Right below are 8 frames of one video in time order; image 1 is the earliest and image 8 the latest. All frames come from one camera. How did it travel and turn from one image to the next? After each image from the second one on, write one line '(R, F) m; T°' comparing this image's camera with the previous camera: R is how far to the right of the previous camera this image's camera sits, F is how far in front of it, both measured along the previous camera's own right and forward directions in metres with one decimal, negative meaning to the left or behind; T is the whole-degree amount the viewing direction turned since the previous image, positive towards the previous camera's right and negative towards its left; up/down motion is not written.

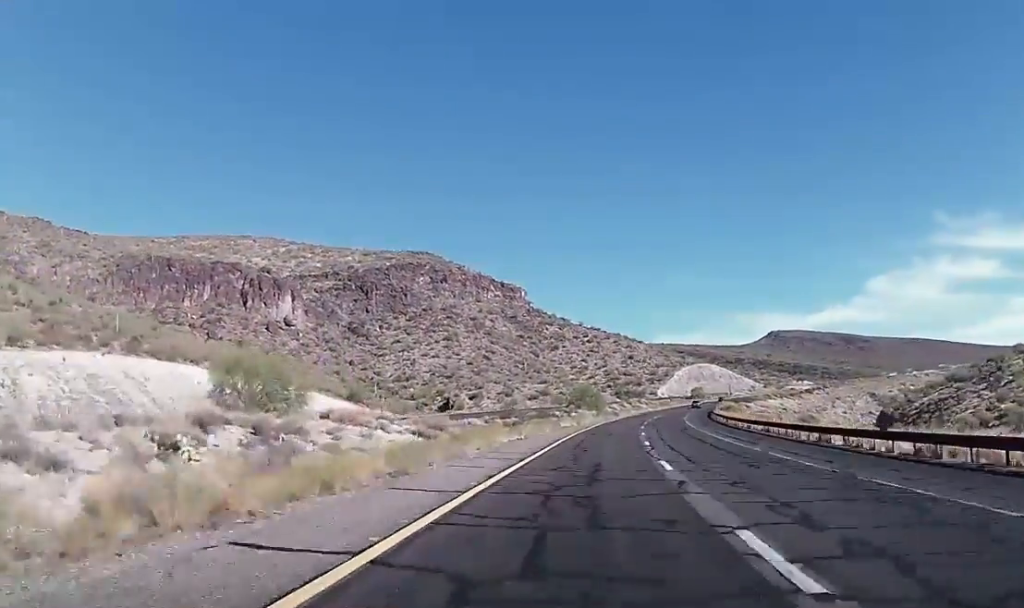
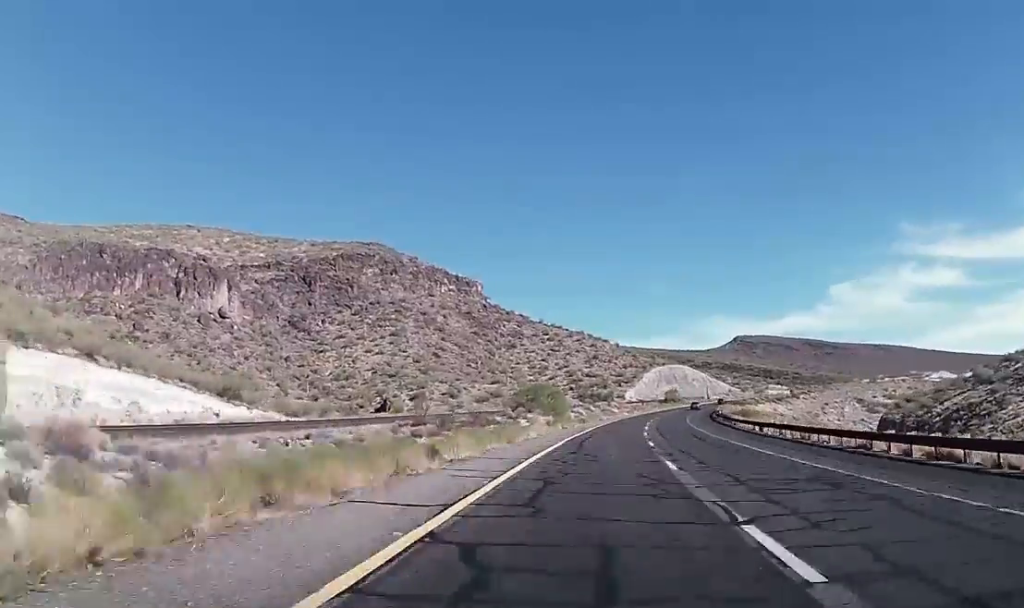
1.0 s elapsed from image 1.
(+1.1, +35.5) m; +3°
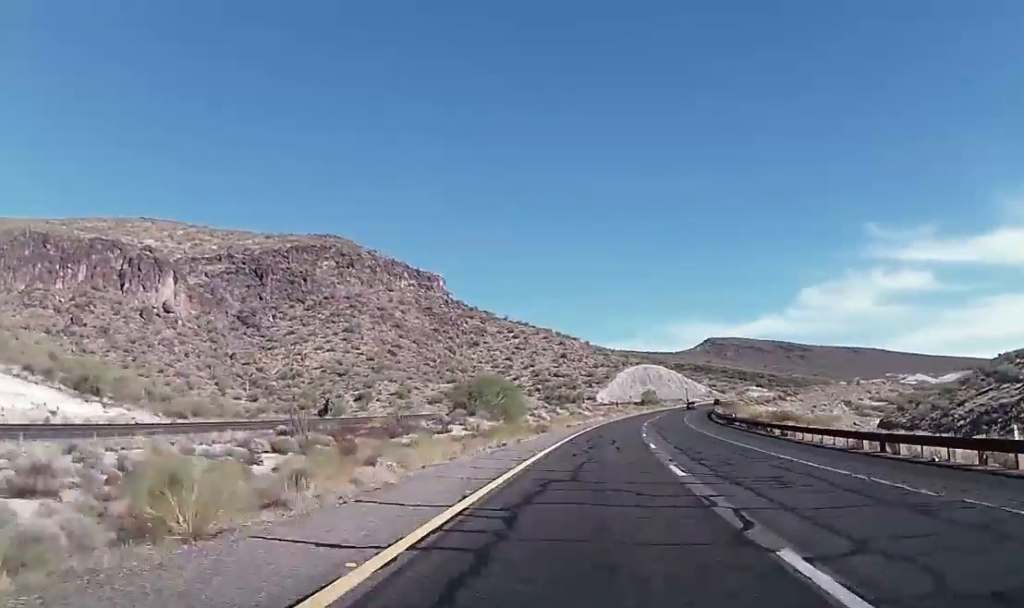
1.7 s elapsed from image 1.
(+0.6, +25.8) m; +2°
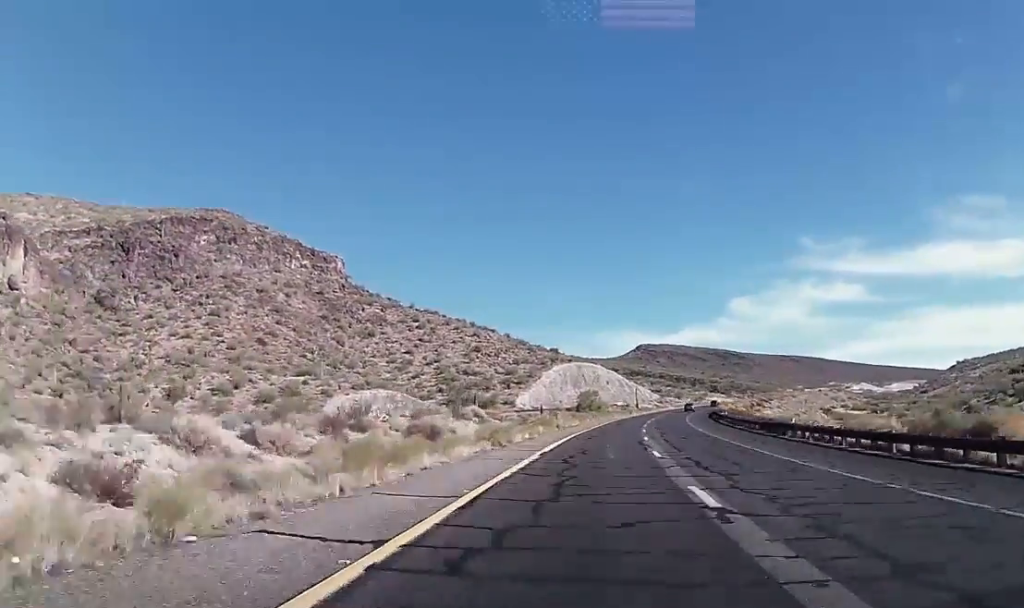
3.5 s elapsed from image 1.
(+2.7, +66.1) m; +5°
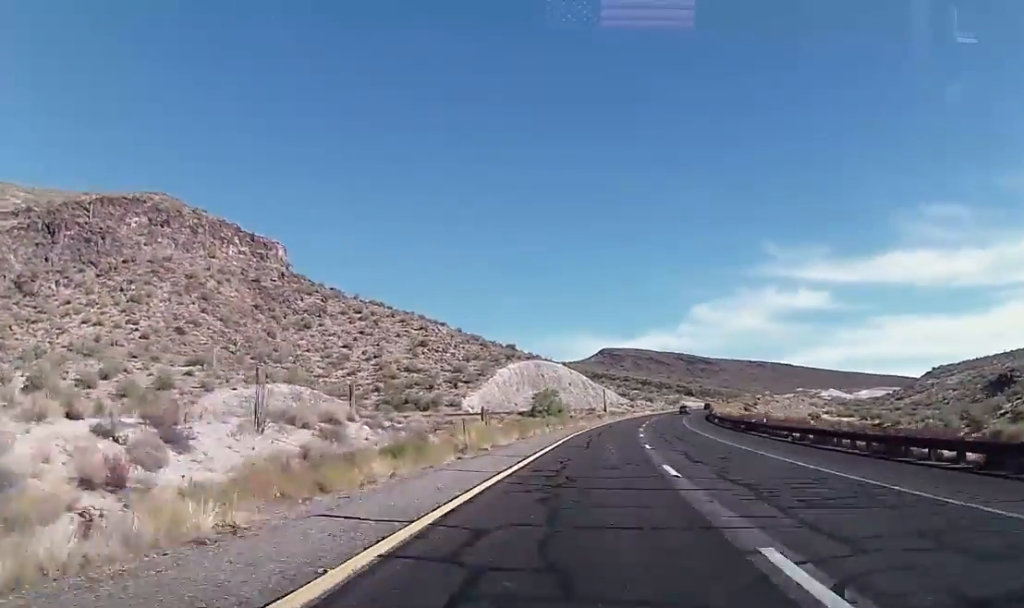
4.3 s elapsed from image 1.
(+0.8, +30.6) m; +1°
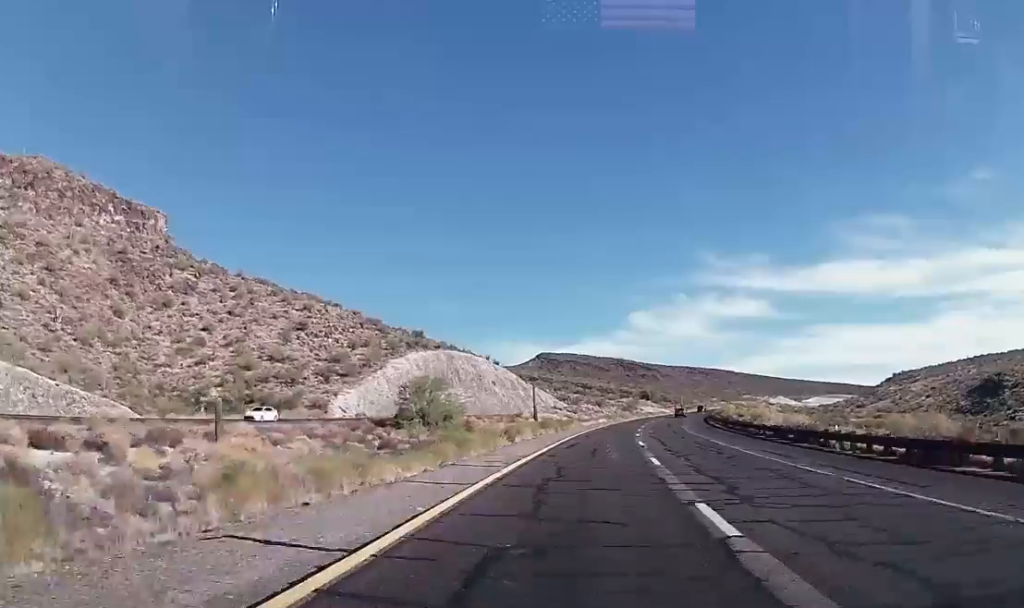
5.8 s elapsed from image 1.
(+1.7, +56.0) m; +5°
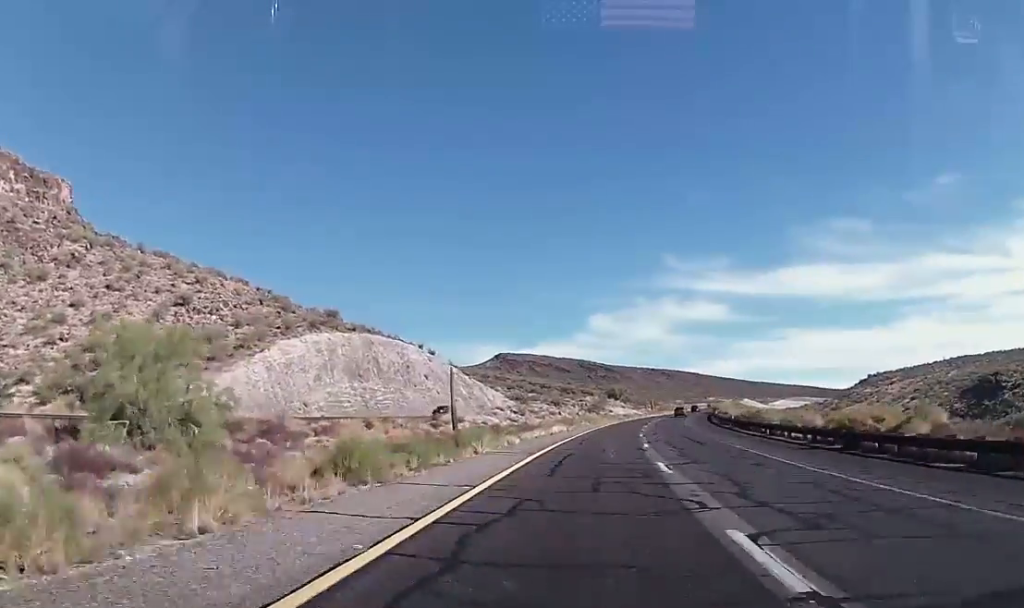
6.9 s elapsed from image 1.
(+1.6, +38.7) m; +4°
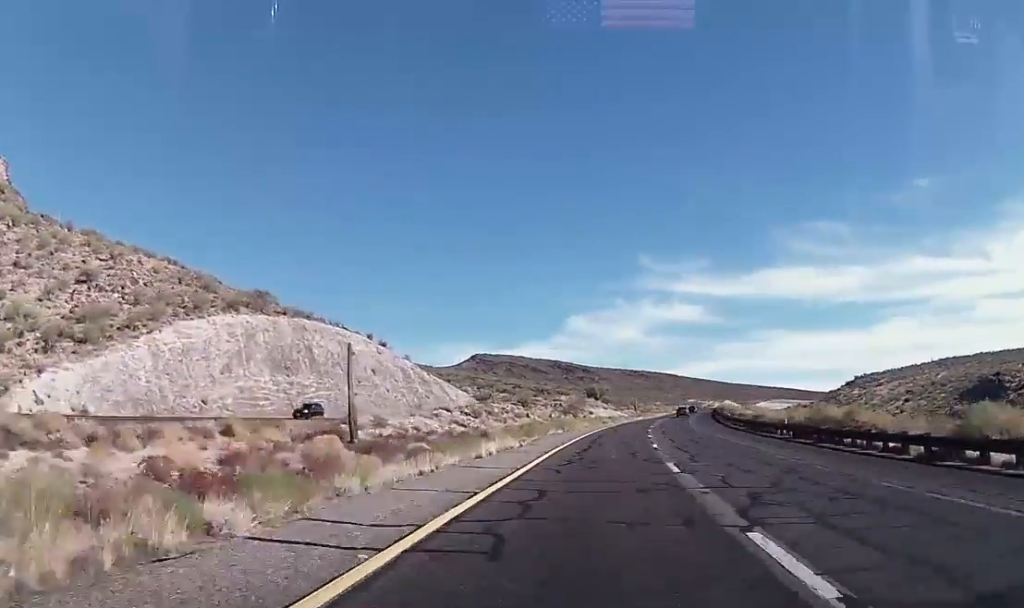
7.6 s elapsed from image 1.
(+0.4, +24.2) m; +2°
